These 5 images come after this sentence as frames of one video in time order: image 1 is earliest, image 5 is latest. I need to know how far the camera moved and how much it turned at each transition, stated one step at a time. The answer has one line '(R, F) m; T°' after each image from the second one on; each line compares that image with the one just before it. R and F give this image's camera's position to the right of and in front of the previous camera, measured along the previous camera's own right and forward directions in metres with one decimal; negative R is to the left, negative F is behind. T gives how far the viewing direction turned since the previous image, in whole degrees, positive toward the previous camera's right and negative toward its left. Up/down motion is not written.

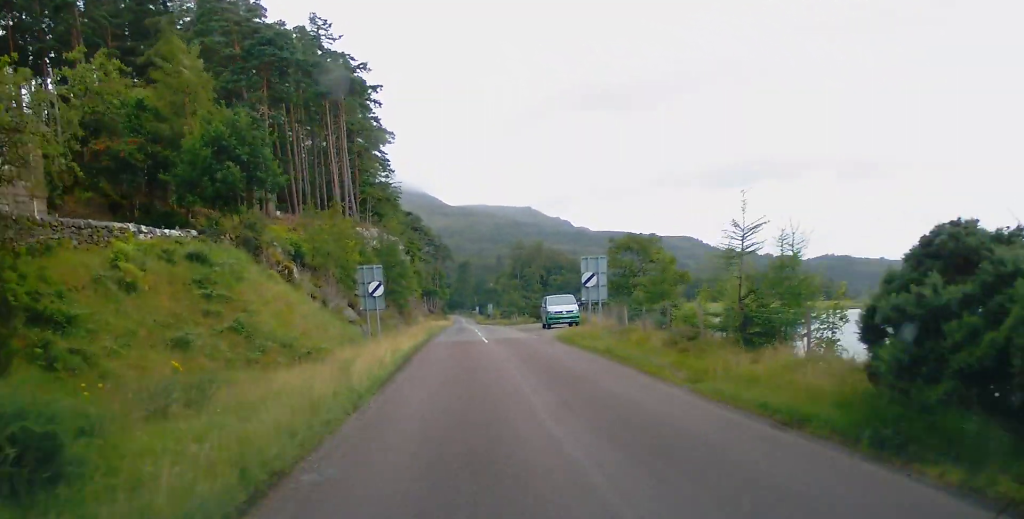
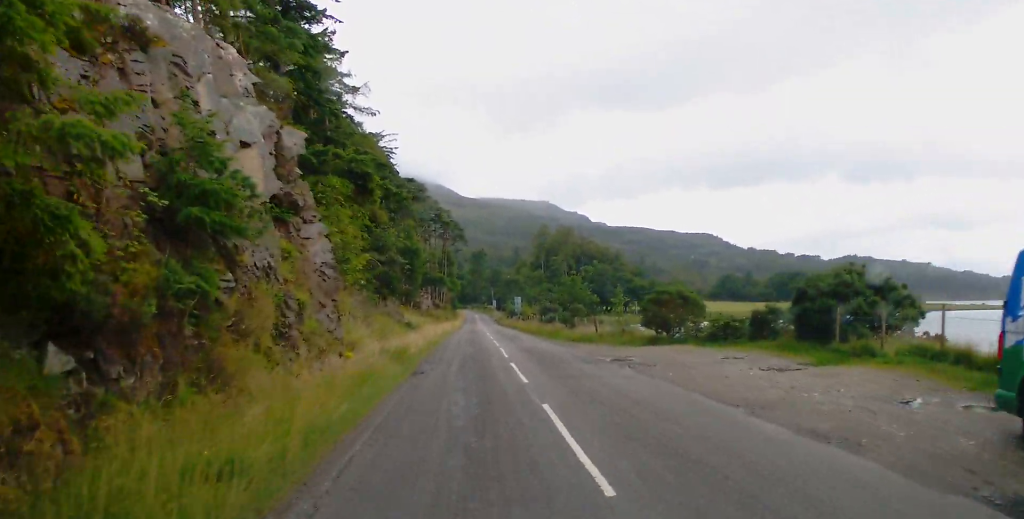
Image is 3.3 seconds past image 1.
(-0.2, +43.0) m; 0°
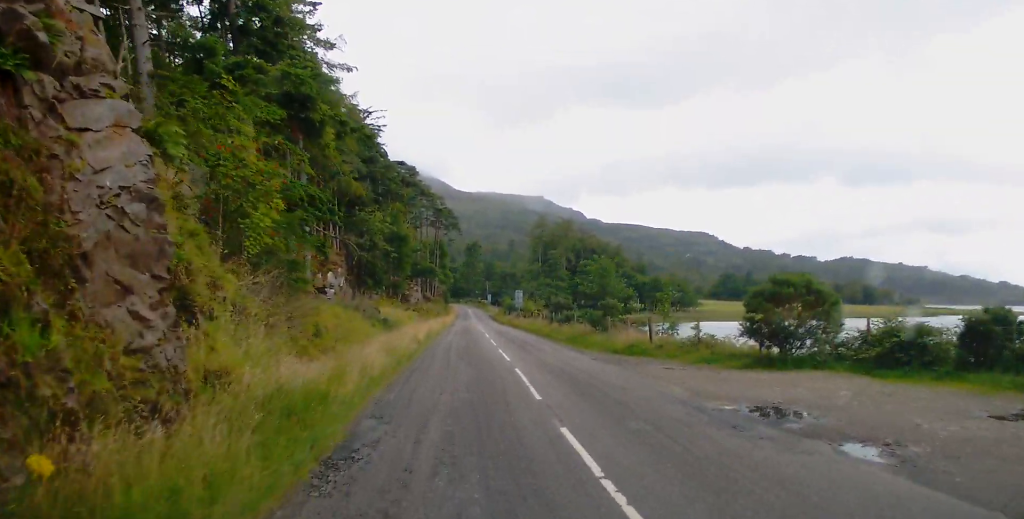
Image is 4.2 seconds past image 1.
(+0.3, +11.5) m; 0°
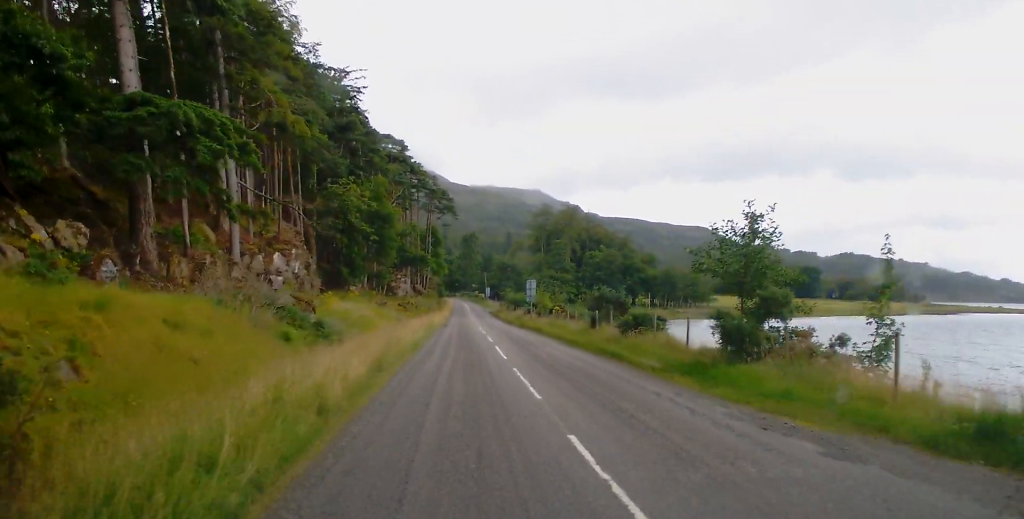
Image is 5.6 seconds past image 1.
(-0.4, +18.2) m; -1°
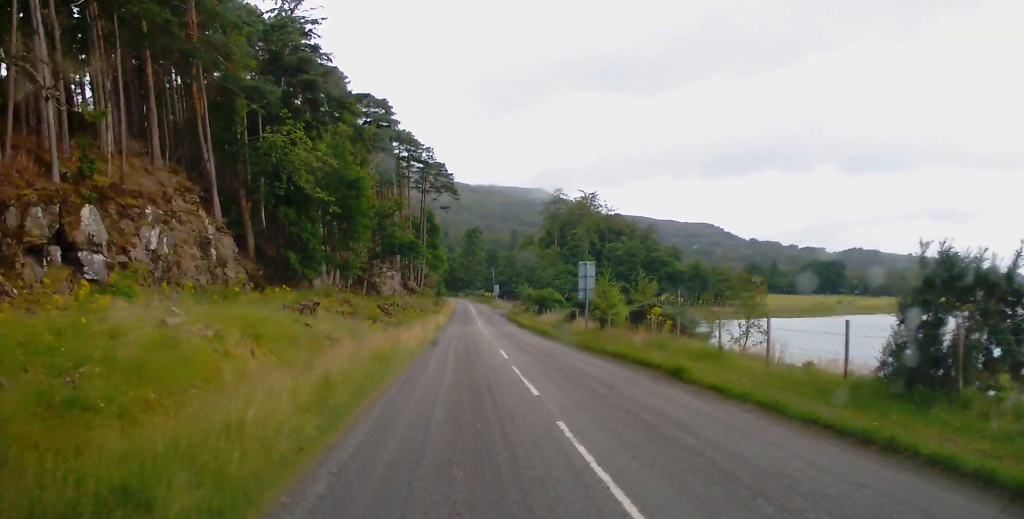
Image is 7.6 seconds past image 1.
(+0.3, +26.0) m; +2°
